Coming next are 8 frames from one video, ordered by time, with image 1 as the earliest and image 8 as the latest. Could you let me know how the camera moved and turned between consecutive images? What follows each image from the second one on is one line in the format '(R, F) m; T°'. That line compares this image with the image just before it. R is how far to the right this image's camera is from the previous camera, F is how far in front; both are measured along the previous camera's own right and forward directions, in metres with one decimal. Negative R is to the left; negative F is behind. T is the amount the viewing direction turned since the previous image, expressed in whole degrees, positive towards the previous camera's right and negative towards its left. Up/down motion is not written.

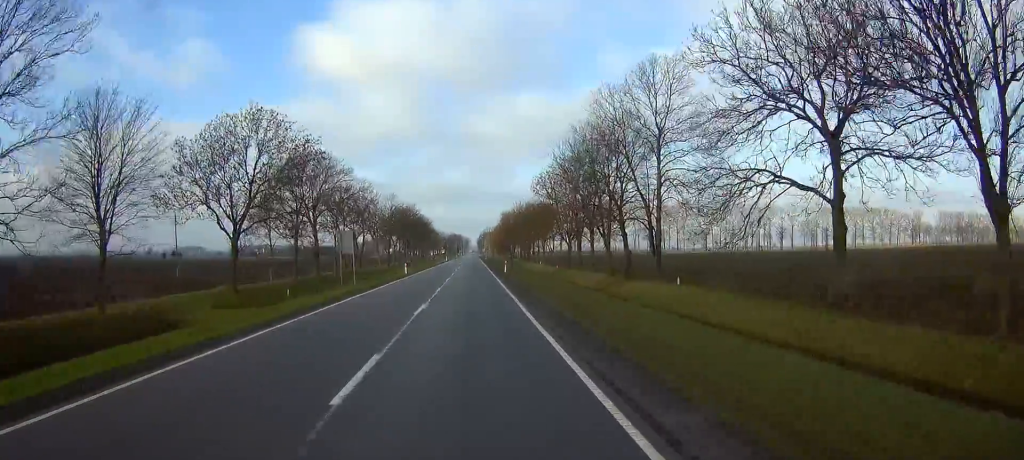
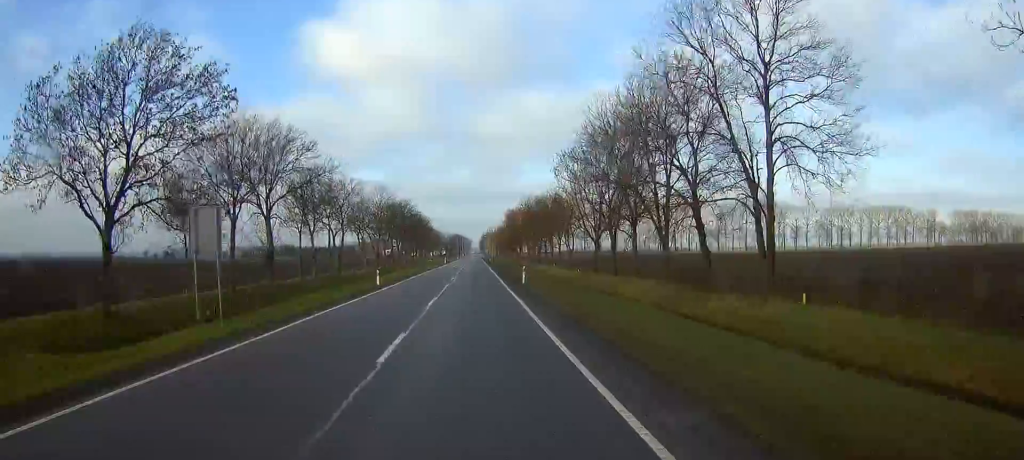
(+0.1, +20.1) m; 0°
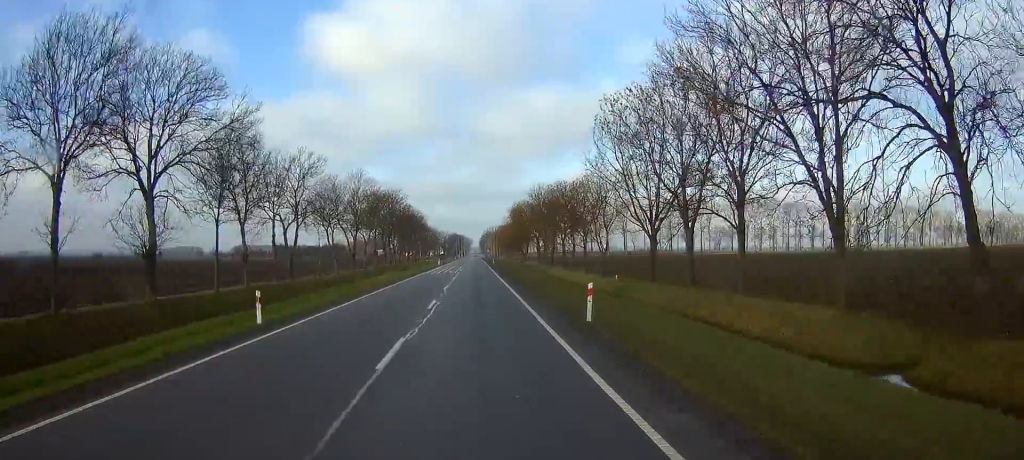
(+0.1, +24.8) m; 0°
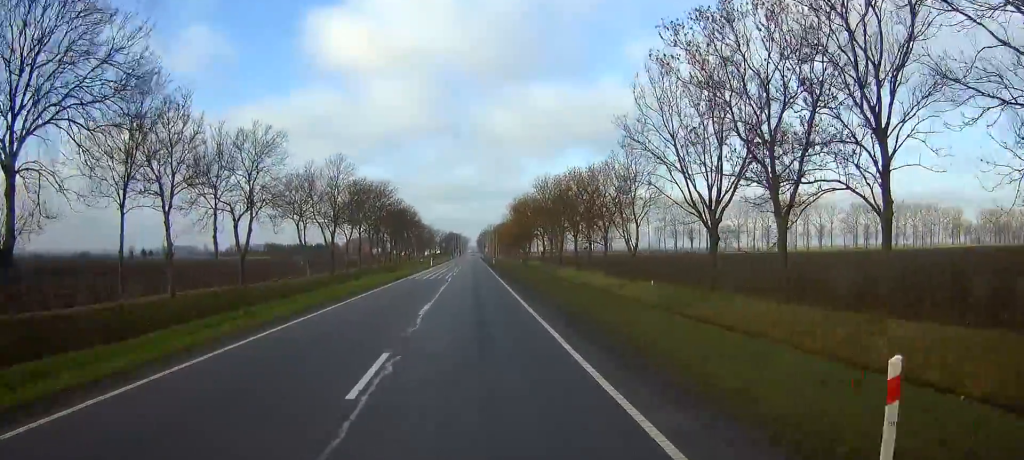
(0.0, +14.4) m; 0°
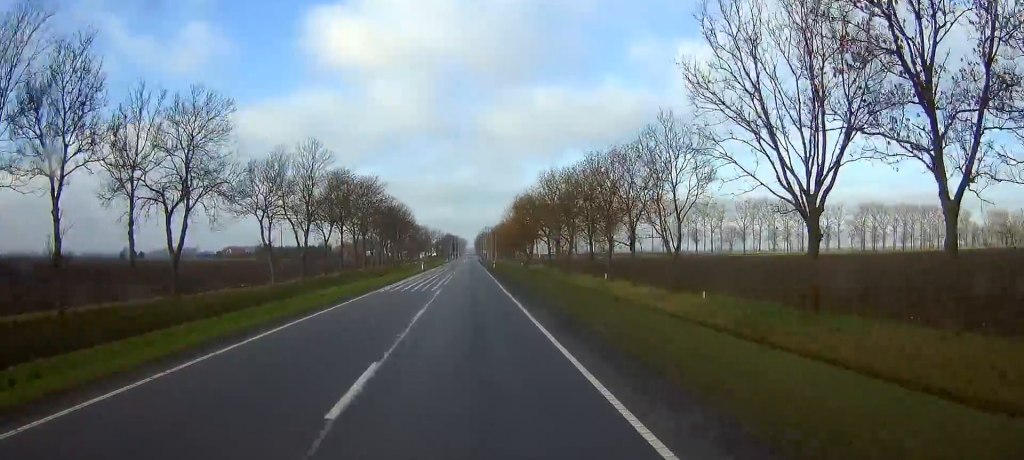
(0.0, +13.0) m; 0°
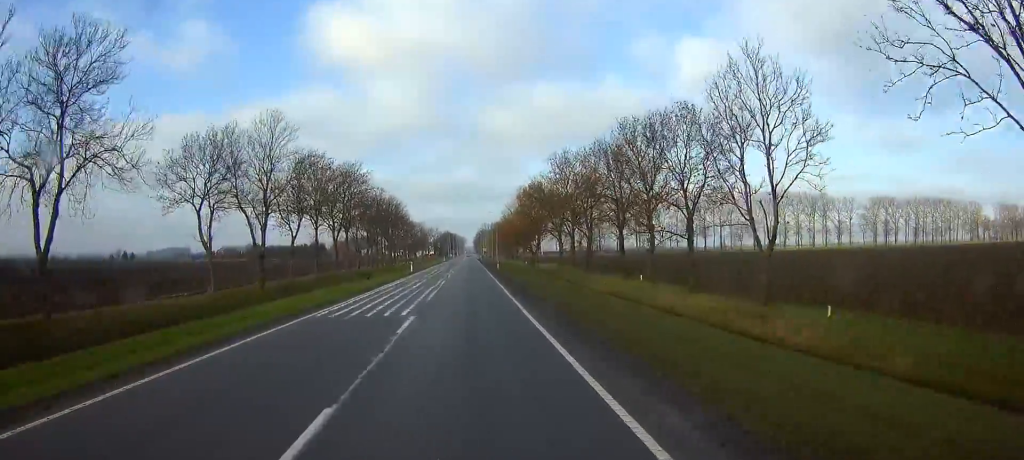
(0.0, +15.7) m; 0°
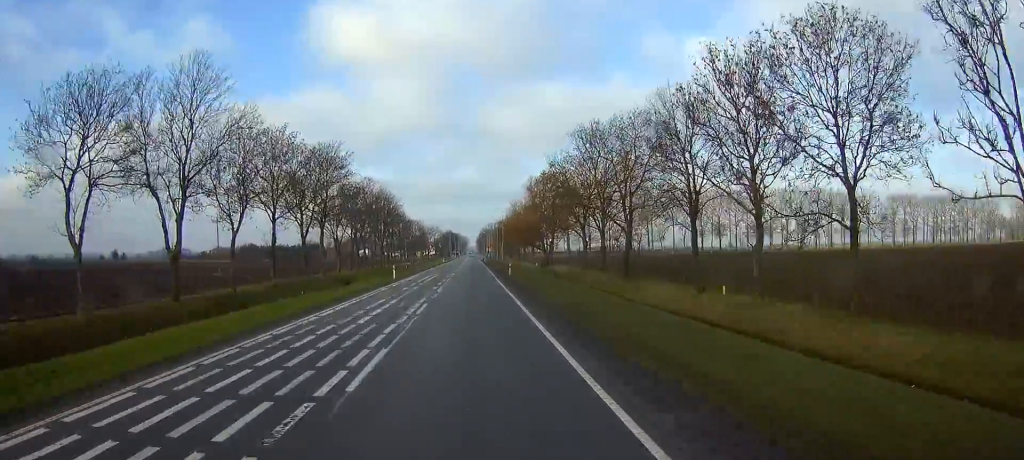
(0.0, +19.1) m; 0°
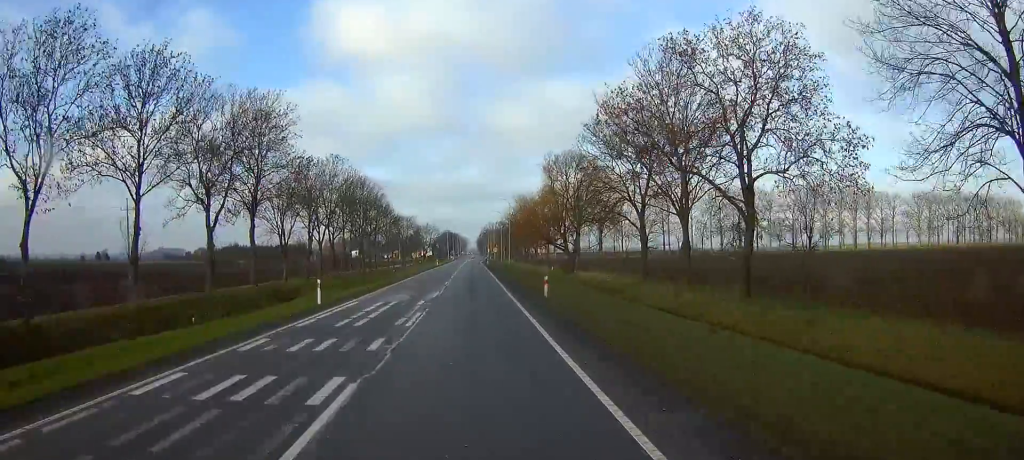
(0.0, +27.5) m; +1°
